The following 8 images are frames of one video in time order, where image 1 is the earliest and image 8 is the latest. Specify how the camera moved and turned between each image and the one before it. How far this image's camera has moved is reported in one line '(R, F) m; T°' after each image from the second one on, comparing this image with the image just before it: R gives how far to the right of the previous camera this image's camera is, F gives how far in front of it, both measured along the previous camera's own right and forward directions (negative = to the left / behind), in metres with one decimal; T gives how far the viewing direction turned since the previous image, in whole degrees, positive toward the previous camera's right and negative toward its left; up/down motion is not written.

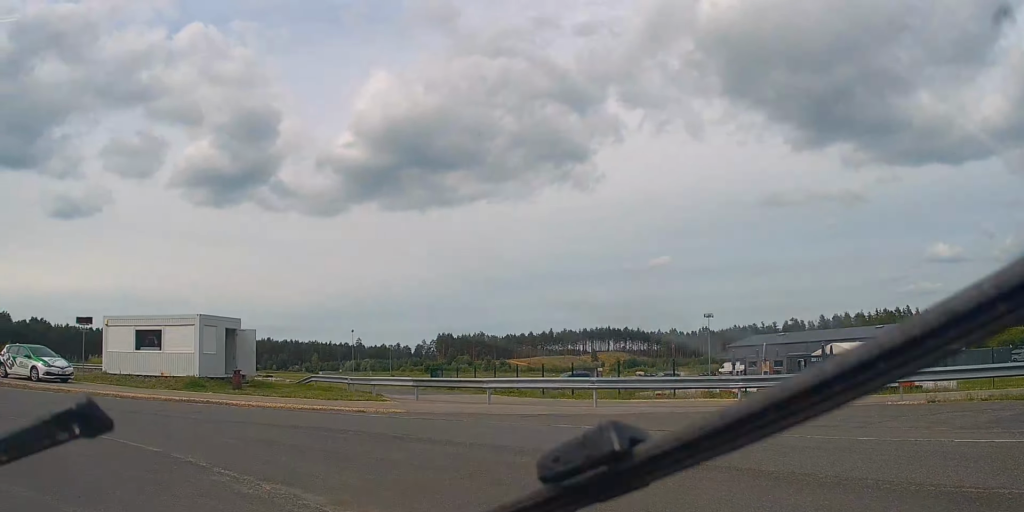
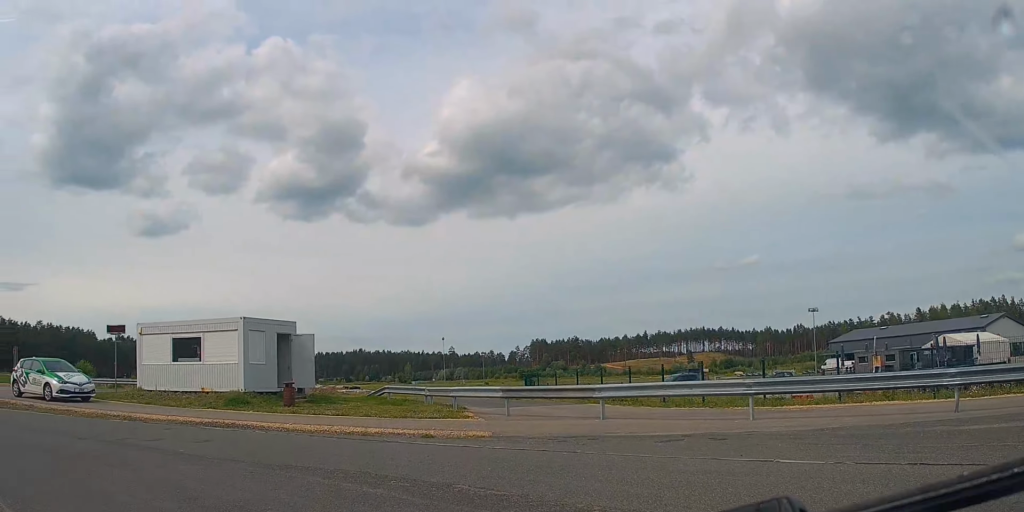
(-1.0, +5.3) m; -22°
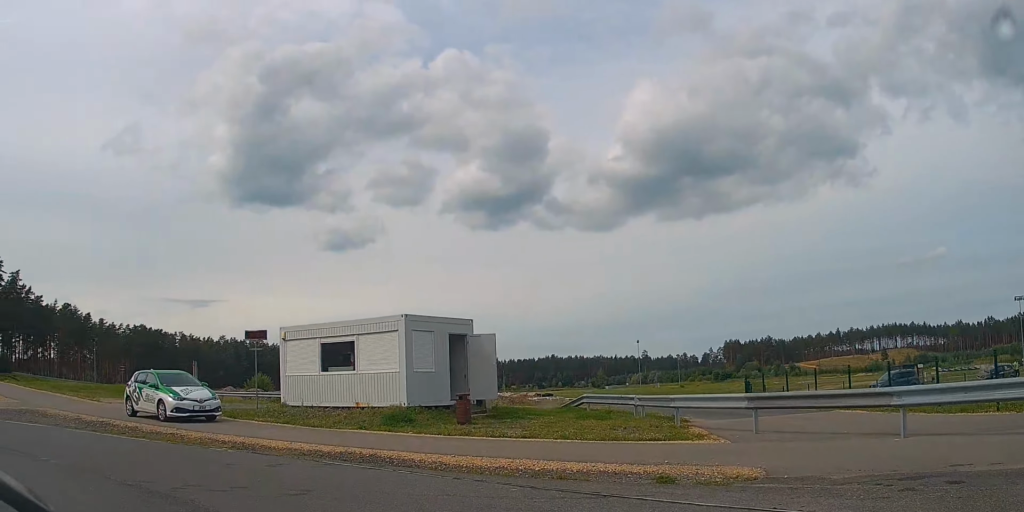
(-1.1, +5.4) m; -16°
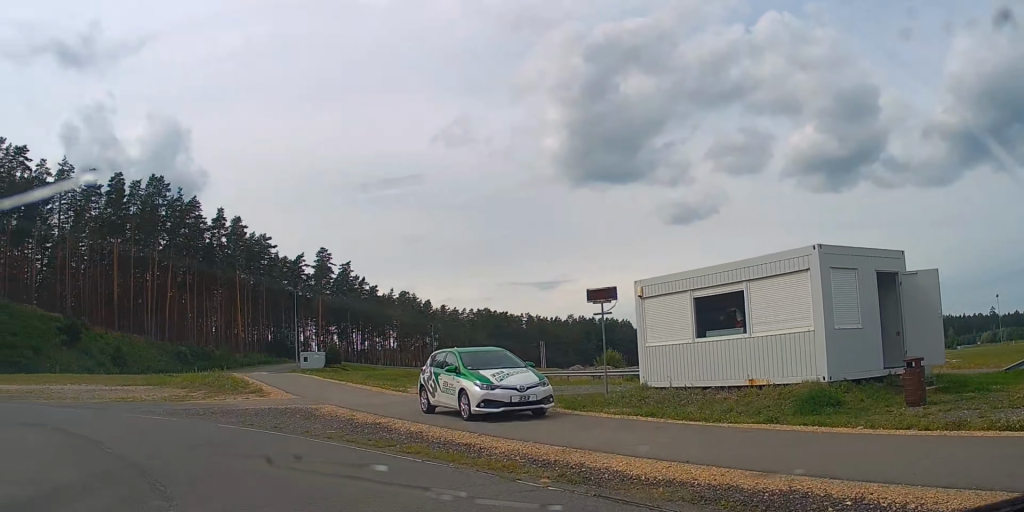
(-1.0, +6.8) m; -22°
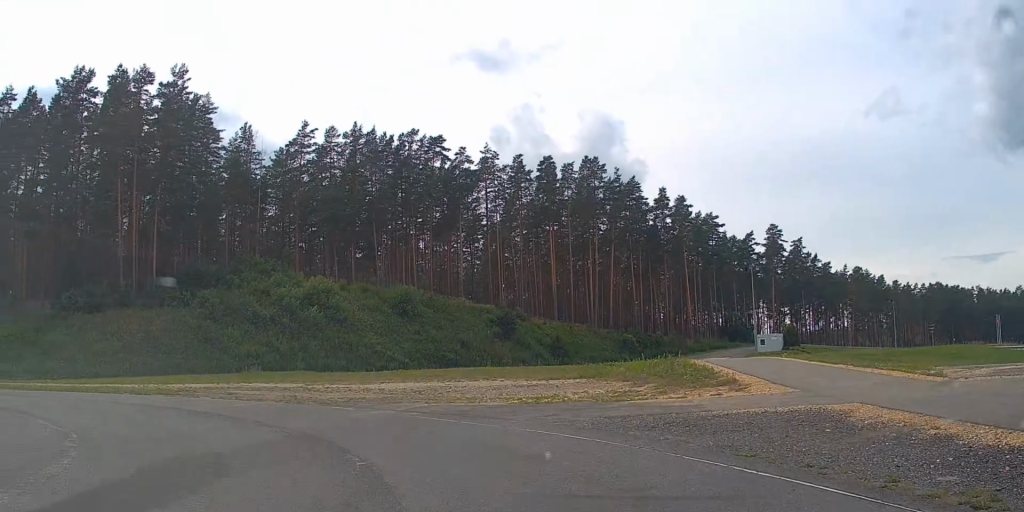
(-2.1, +8.3) m; -31°
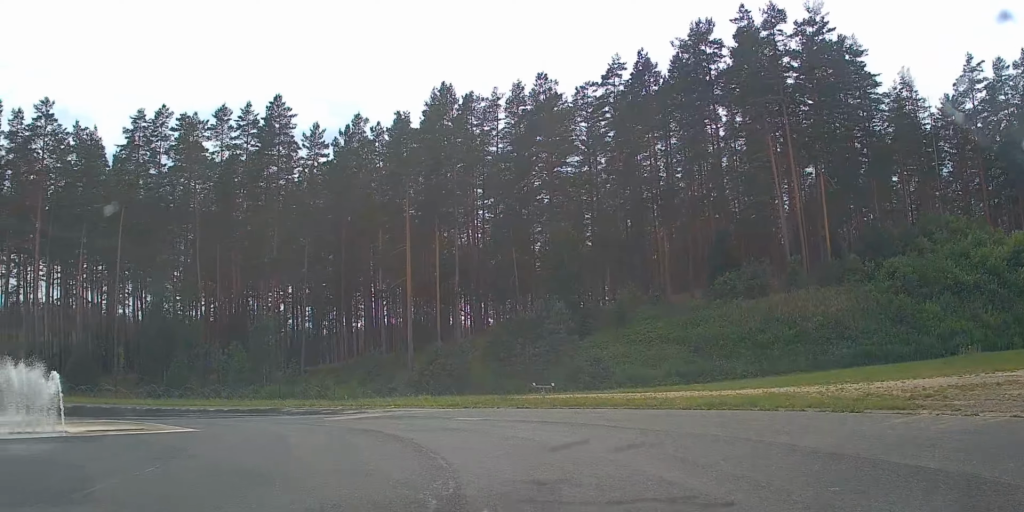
(-10.6, +15.6) m; -63°
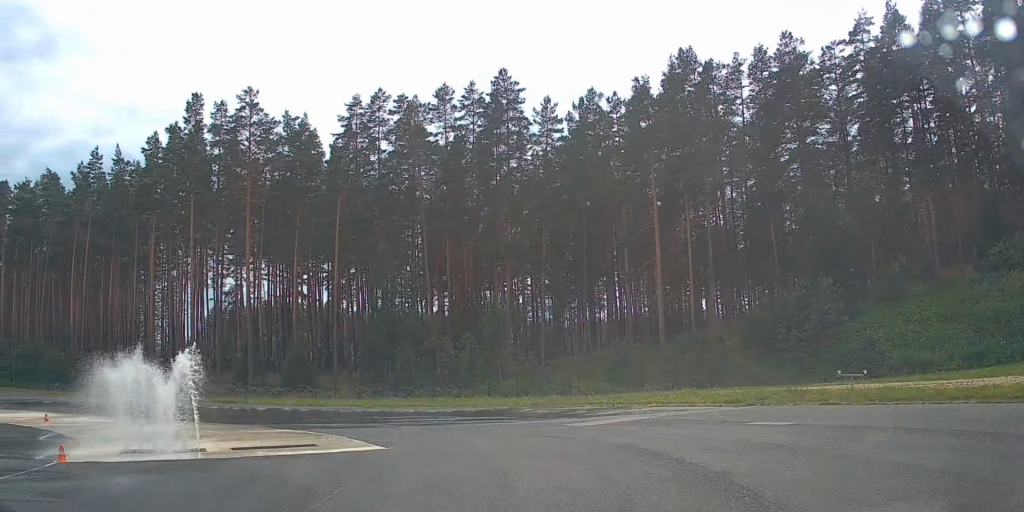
(-2.1, +9.5) m; -13°
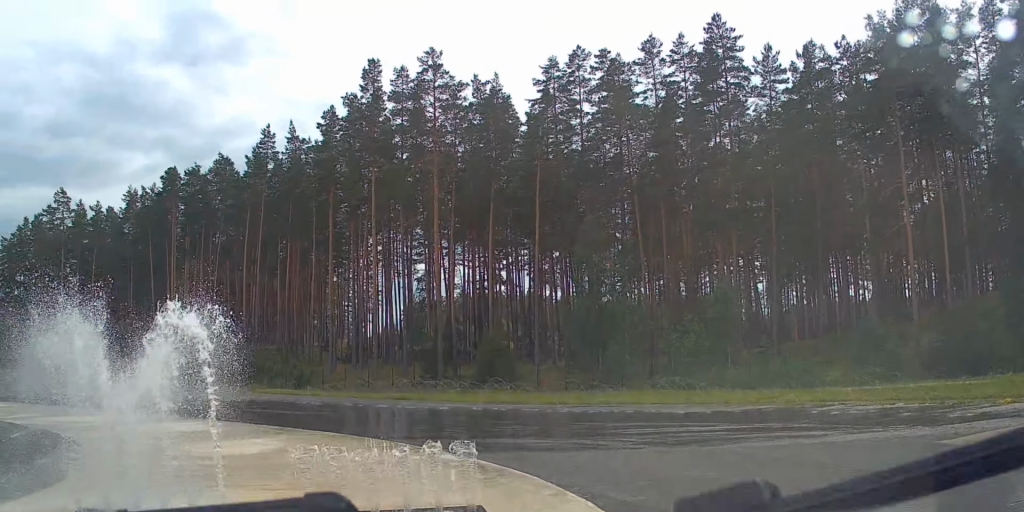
(-1.7, +12.7) m; -11°
